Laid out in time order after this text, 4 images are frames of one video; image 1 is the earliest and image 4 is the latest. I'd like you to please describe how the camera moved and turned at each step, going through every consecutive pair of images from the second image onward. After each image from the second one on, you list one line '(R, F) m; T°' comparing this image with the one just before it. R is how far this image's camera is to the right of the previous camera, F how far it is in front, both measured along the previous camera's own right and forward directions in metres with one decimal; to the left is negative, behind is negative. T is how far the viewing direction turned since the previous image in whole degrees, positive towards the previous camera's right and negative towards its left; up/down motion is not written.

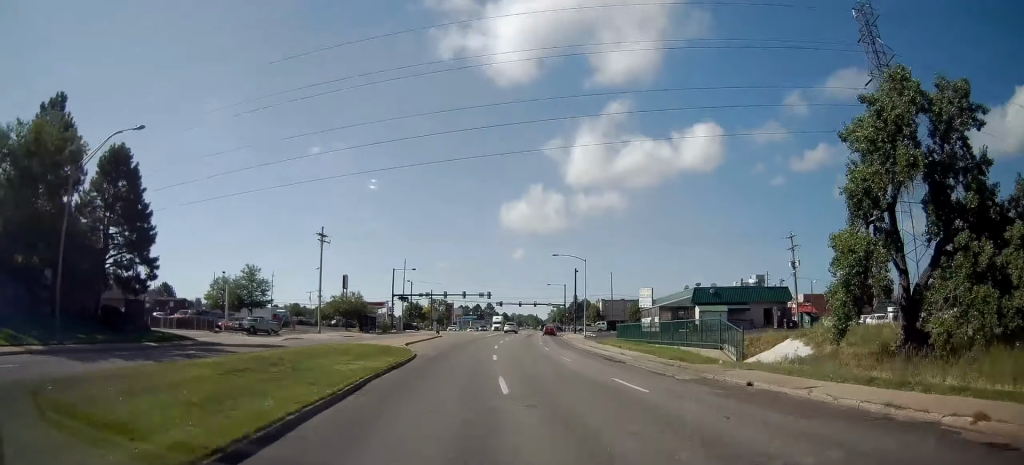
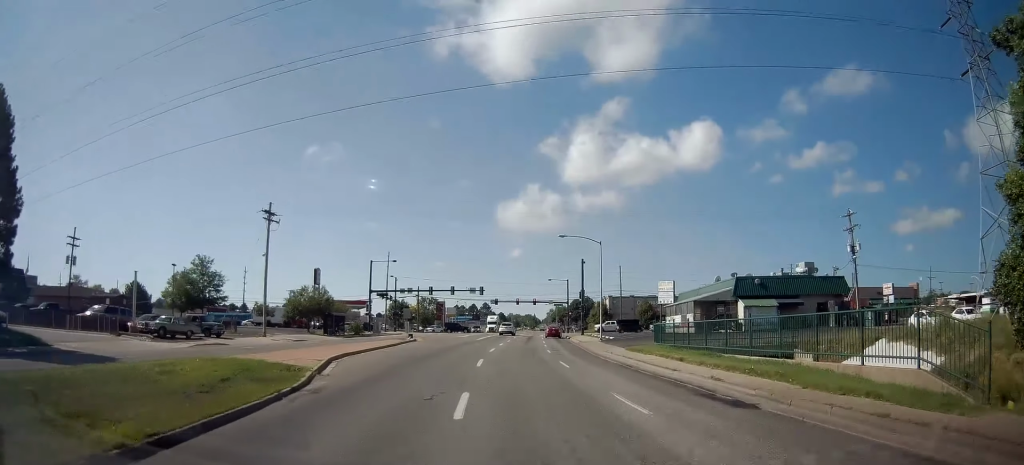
(-0.4, +14.3) m; 0°
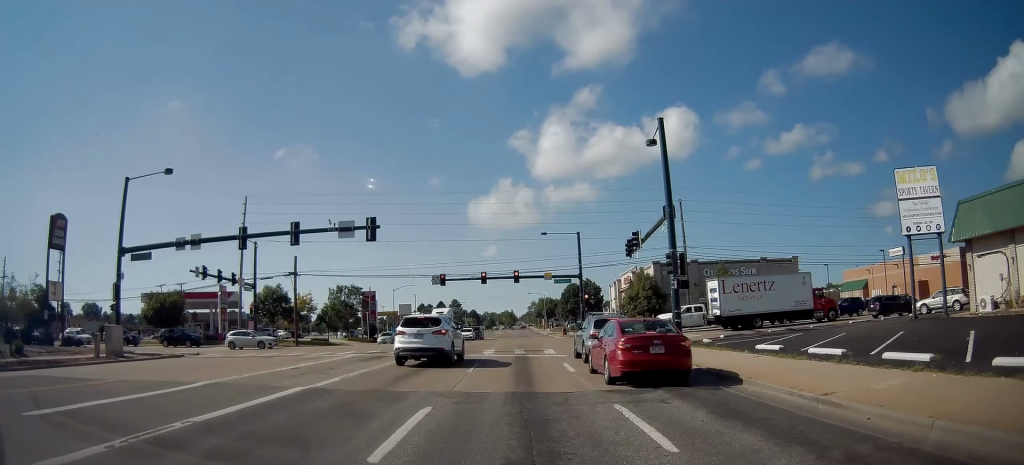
(+1.1, +58.6) m; +2°
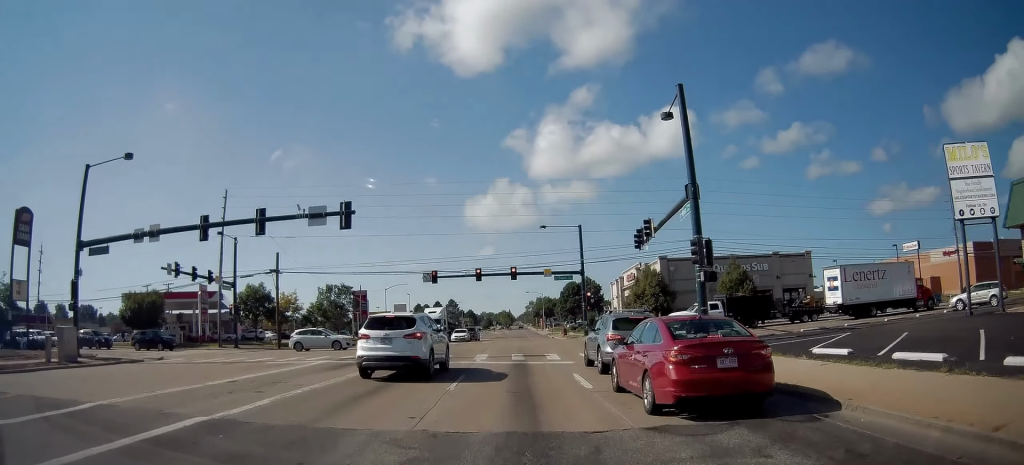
(0.0, +4.8) m; 0°
